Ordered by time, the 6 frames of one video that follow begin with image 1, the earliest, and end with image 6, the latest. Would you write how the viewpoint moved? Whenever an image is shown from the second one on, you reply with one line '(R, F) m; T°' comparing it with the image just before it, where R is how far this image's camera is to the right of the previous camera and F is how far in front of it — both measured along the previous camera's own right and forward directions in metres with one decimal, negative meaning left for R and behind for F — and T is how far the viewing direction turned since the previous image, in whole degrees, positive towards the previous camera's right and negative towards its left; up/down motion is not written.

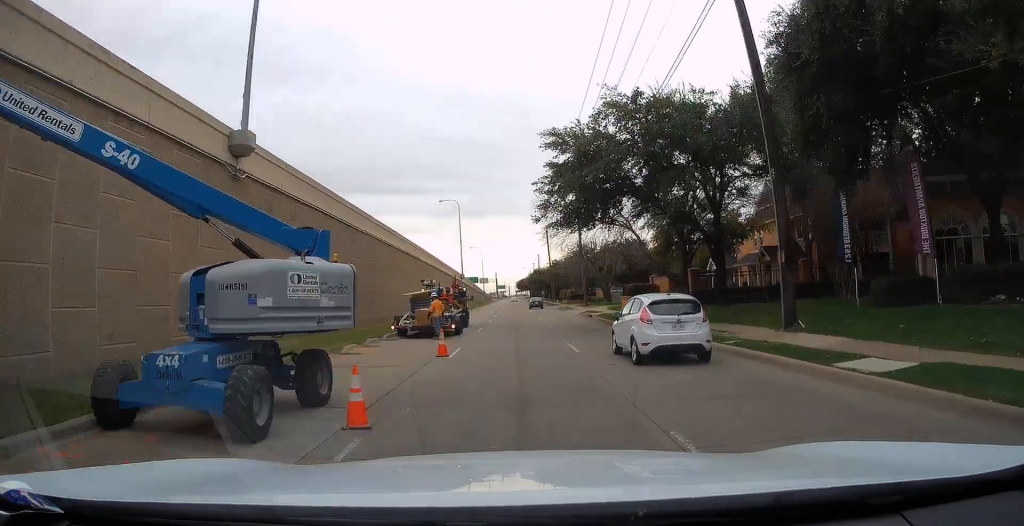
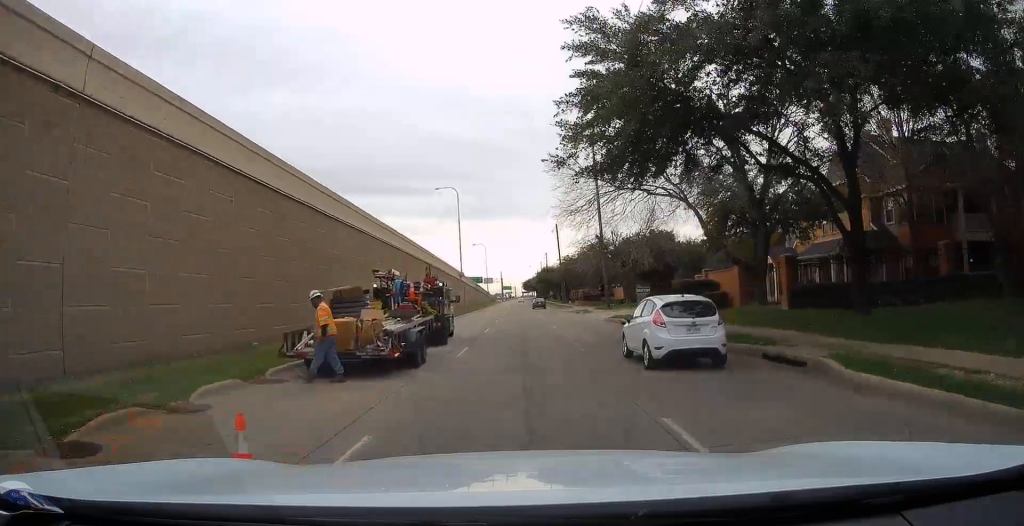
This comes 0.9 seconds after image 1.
(+0.3, +11.2) m; 0°
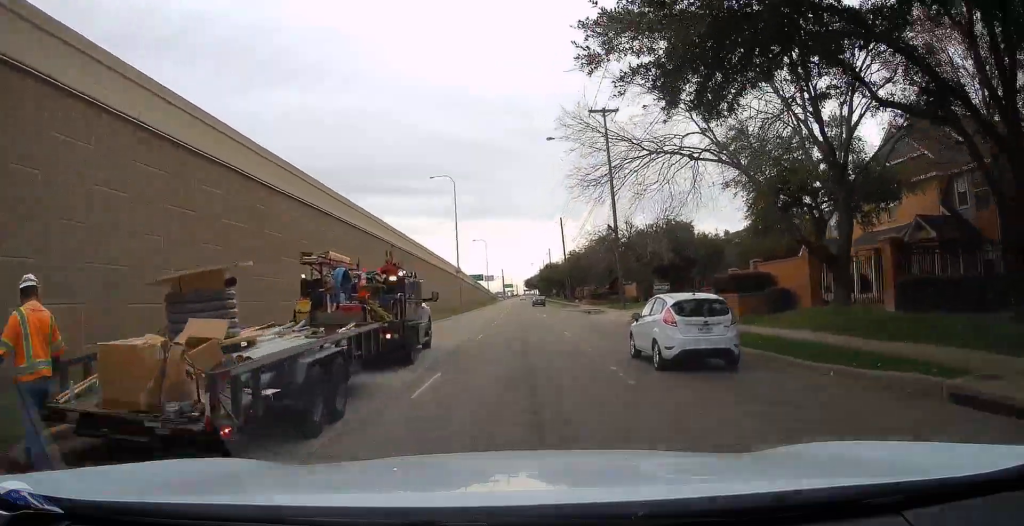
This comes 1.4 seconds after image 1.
(-0.4, +6.8) m; 0°
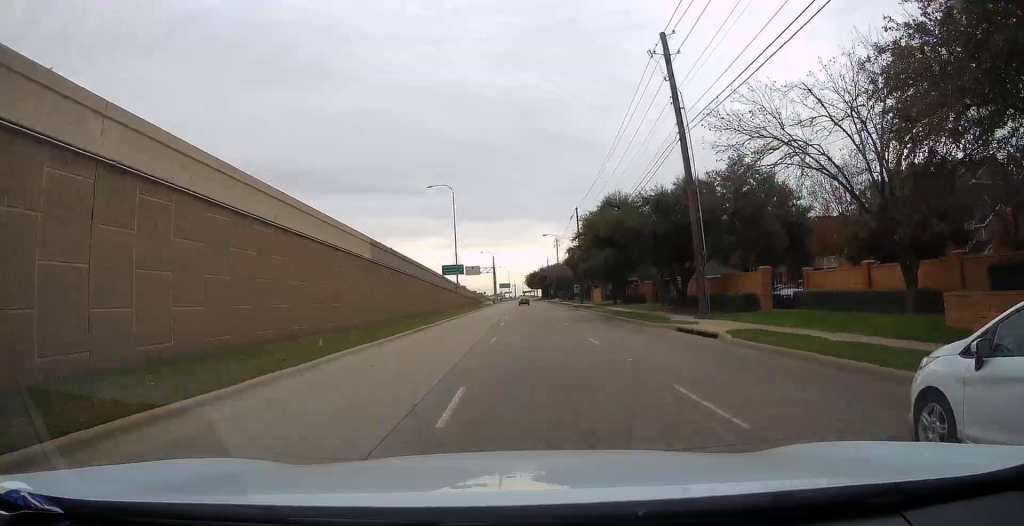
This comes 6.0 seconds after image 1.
(-2.5, +75.0) m; -4°
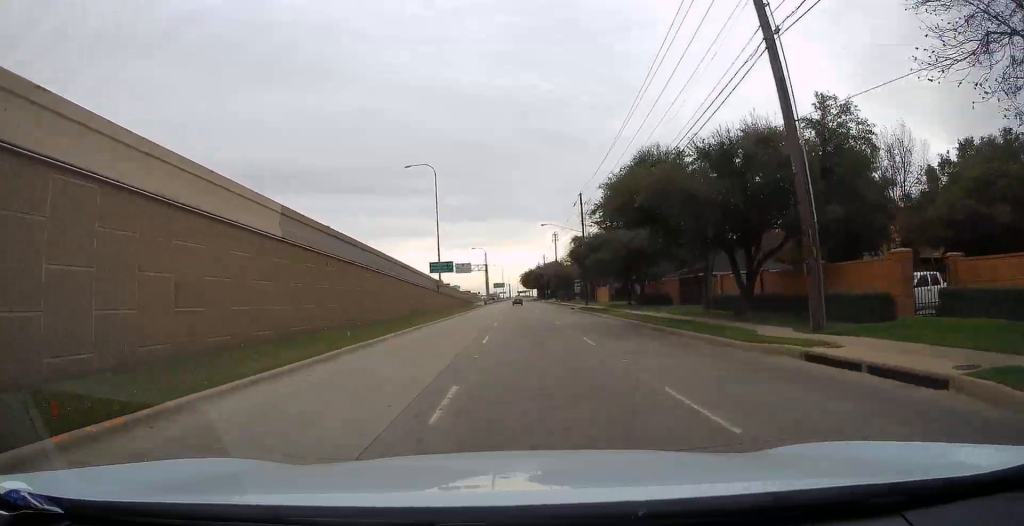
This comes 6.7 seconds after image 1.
(+0.1, +12.3) m; -2°
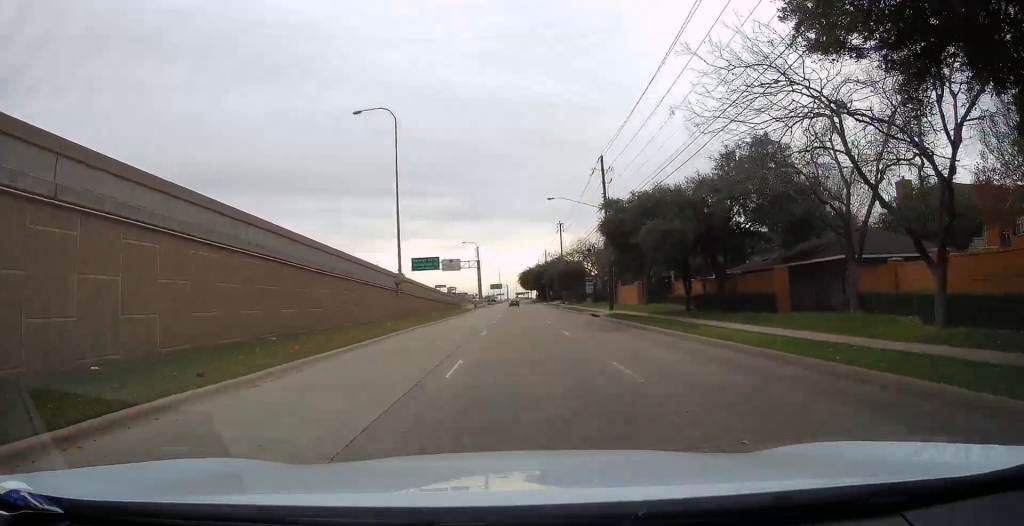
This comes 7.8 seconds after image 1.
(-0.7, +20.7) m; 0°
